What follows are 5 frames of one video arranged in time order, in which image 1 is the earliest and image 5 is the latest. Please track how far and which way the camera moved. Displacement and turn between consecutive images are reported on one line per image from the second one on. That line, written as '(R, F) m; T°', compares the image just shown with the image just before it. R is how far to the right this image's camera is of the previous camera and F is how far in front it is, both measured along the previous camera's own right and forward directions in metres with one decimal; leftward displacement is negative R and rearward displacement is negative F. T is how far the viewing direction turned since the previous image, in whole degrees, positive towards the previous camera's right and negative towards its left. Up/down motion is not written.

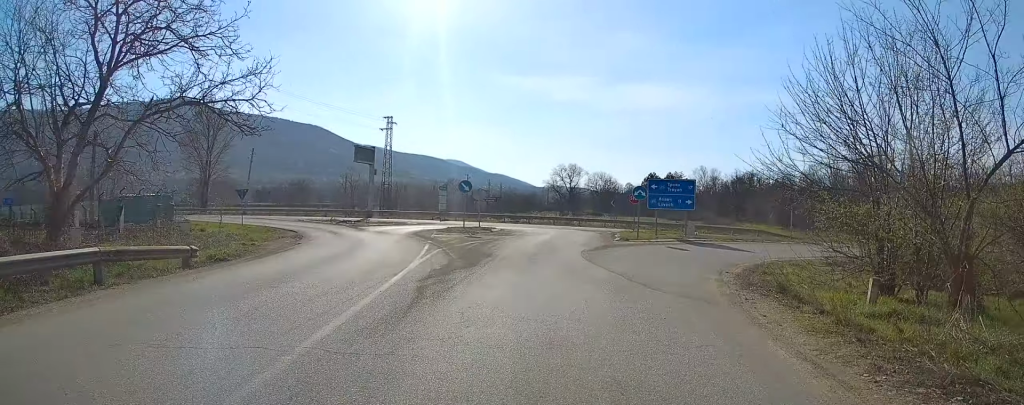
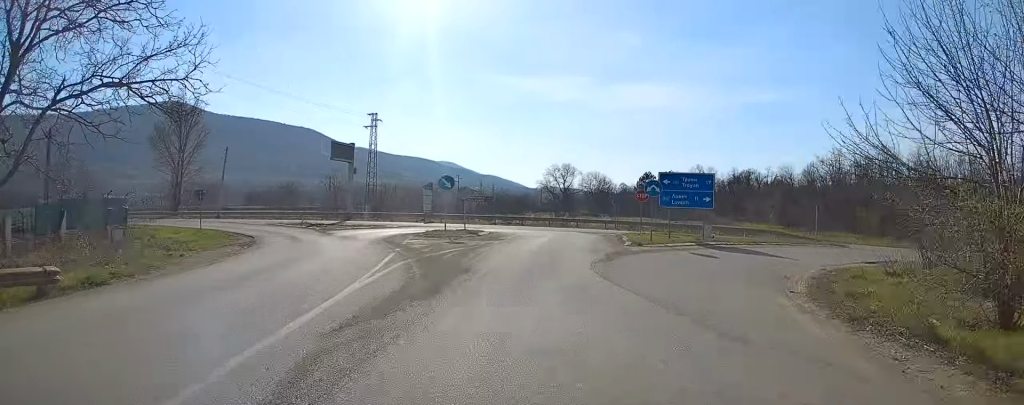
(-0.2, +4.9) m; 0°
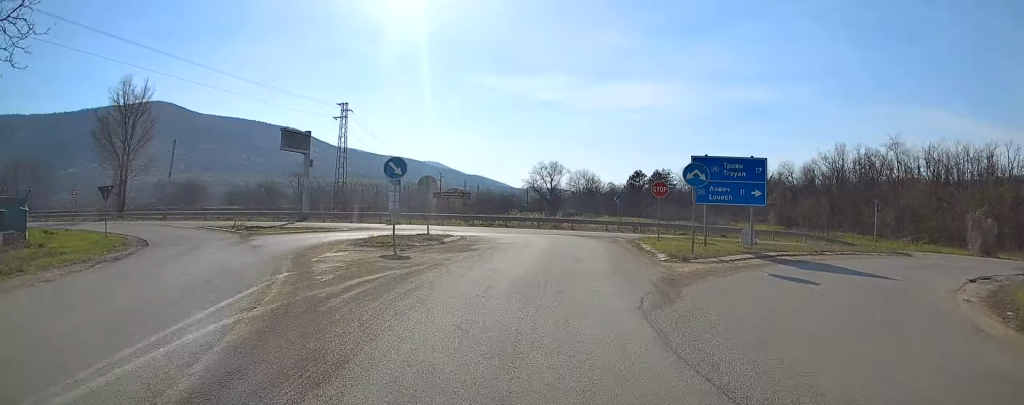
(0.0, +8.5) m; 0°
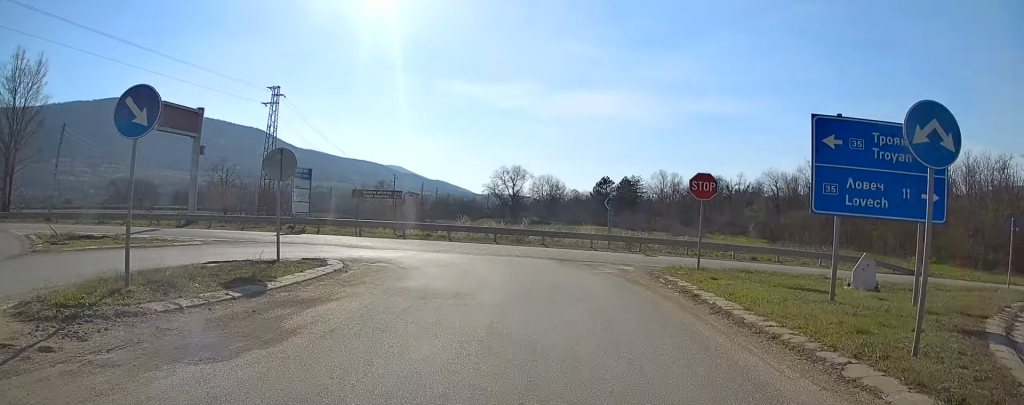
(+0.2, +13.5) m; +2°
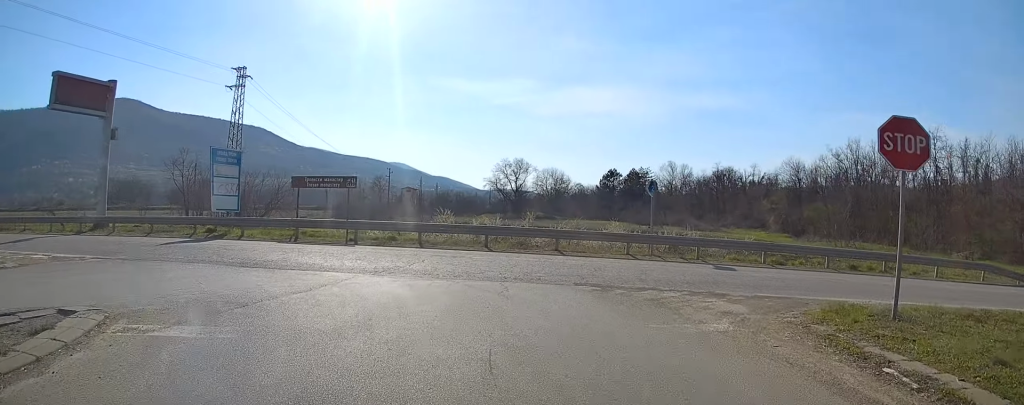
(+0.2, +10.2) m; -1°
